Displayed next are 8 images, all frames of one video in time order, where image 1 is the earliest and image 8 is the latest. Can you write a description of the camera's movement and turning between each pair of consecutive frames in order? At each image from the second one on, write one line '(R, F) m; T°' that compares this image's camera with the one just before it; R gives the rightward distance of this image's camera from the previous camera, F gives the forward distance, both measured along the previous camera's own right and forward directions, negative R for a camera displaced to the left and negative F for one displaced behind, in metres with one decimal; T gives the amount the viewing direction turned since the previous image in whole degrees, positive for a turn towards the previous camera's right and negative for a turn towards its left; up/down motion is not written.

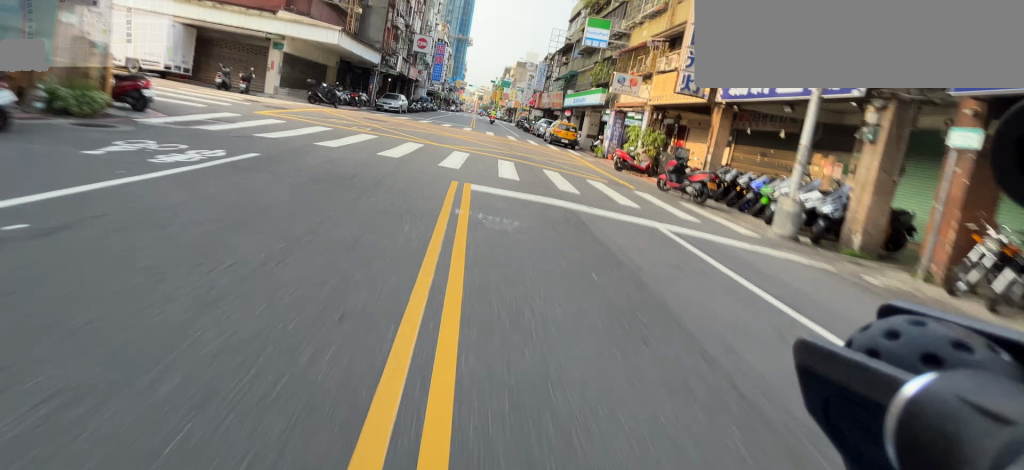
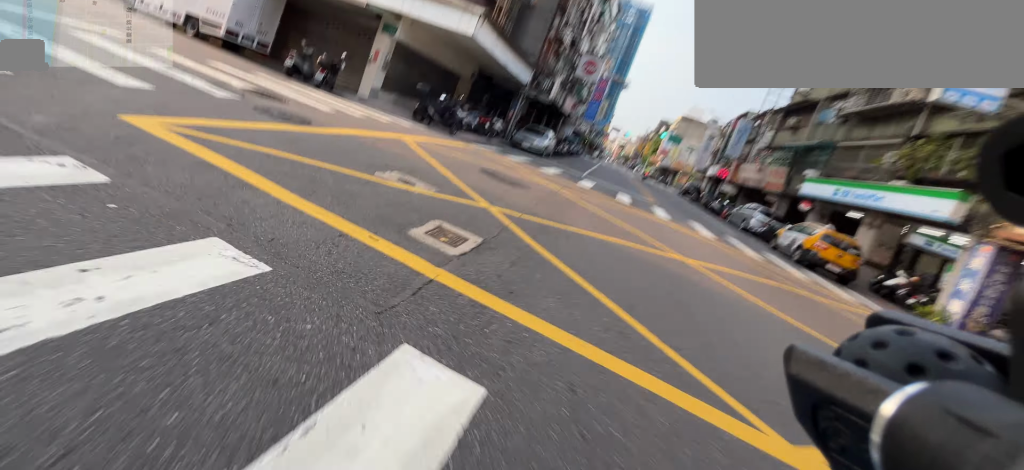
(-0.1, +11.0) m; -7°
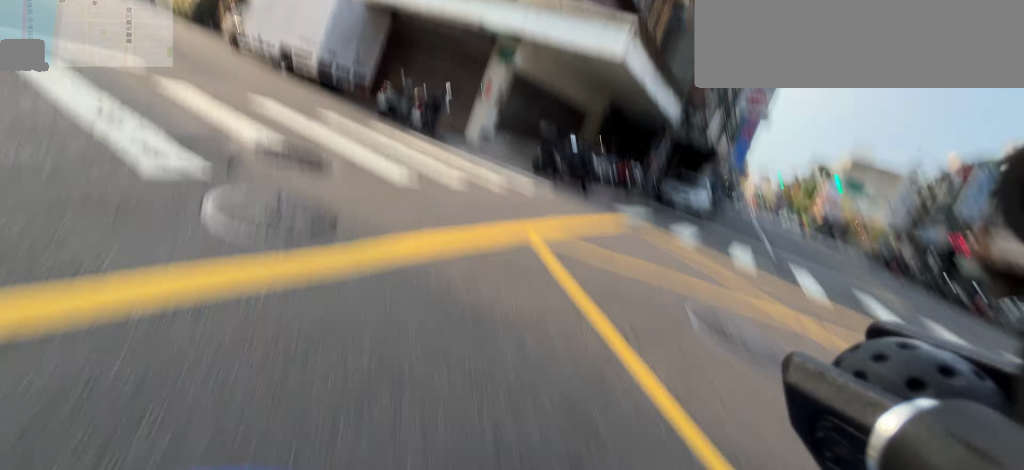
(-0.4, +4.5) m; -21°
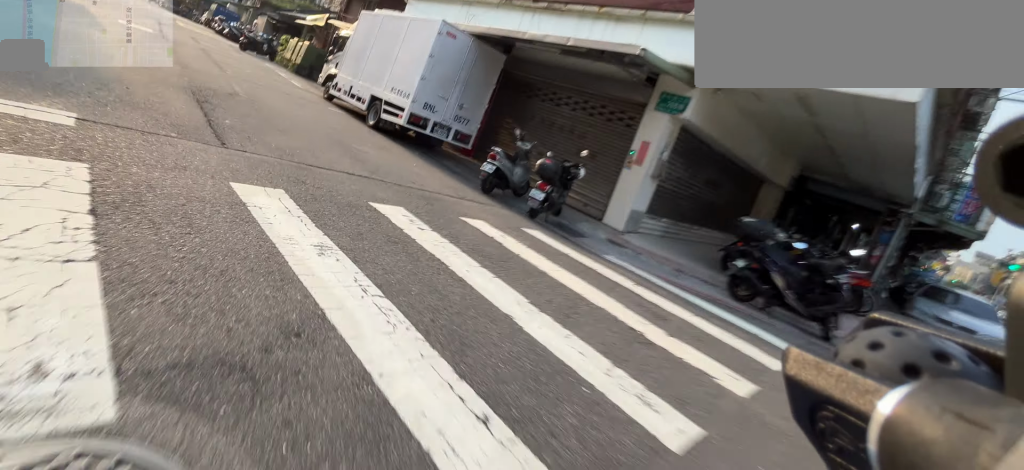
(+0.7, +4.6) m; -31°
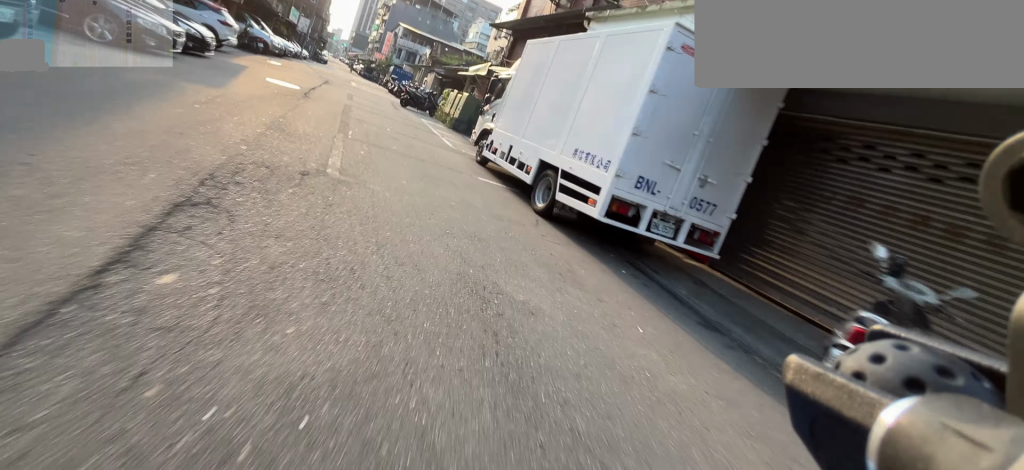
(-3.2, +5.6) m; -22°
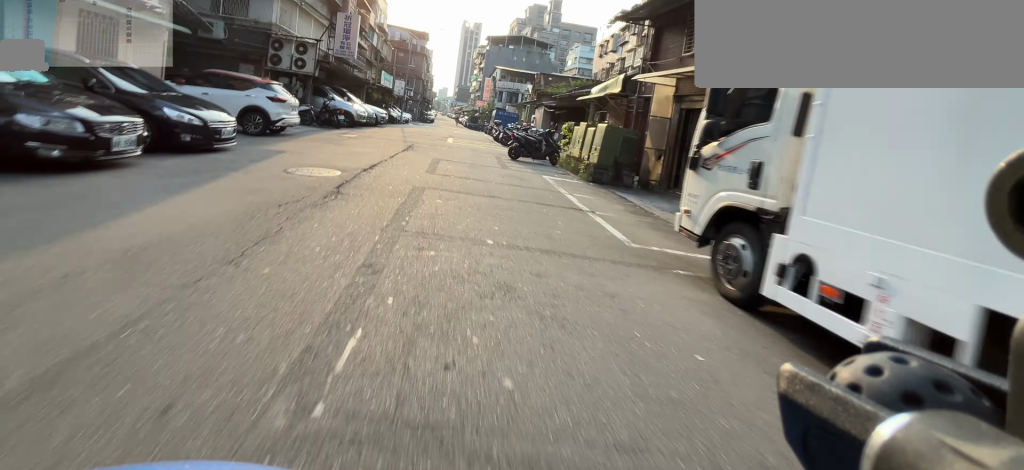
(-1.6, +7.5) m; -12°
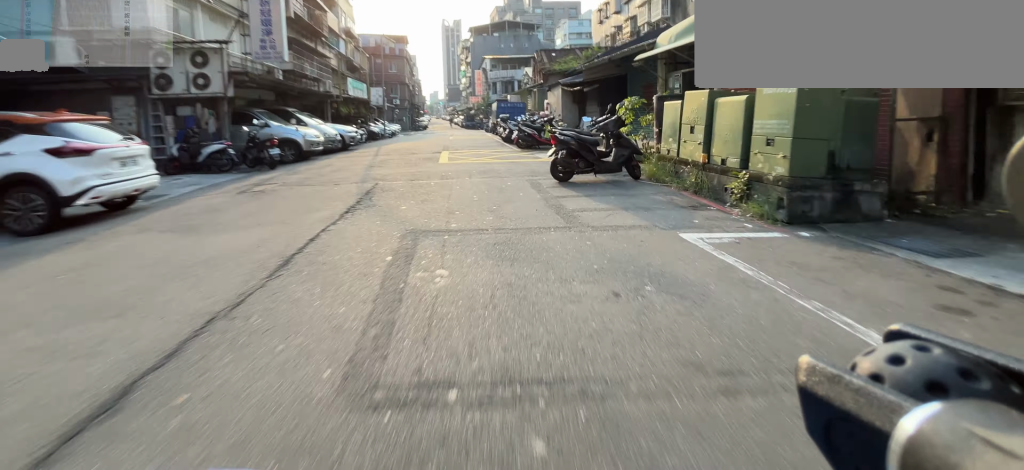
(-0.1, +7.7) m; 0°
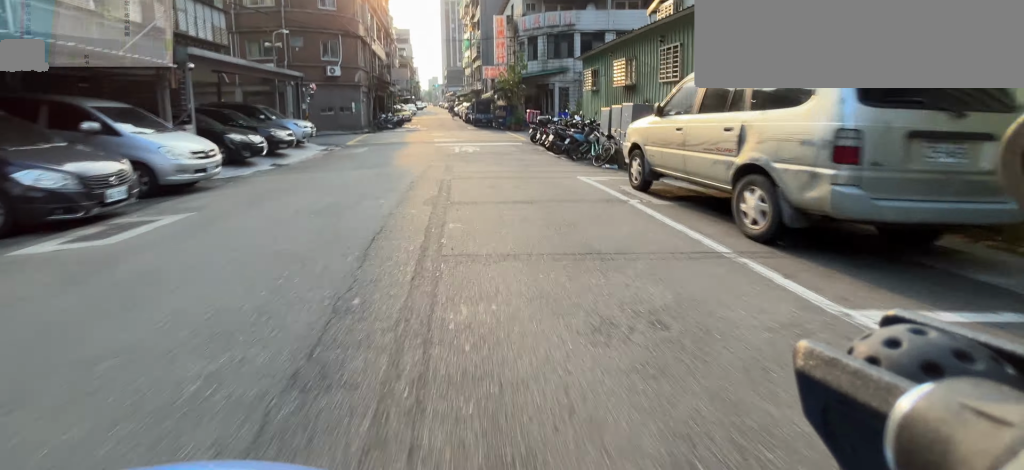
(+2.7, +30.1) m; +6°
